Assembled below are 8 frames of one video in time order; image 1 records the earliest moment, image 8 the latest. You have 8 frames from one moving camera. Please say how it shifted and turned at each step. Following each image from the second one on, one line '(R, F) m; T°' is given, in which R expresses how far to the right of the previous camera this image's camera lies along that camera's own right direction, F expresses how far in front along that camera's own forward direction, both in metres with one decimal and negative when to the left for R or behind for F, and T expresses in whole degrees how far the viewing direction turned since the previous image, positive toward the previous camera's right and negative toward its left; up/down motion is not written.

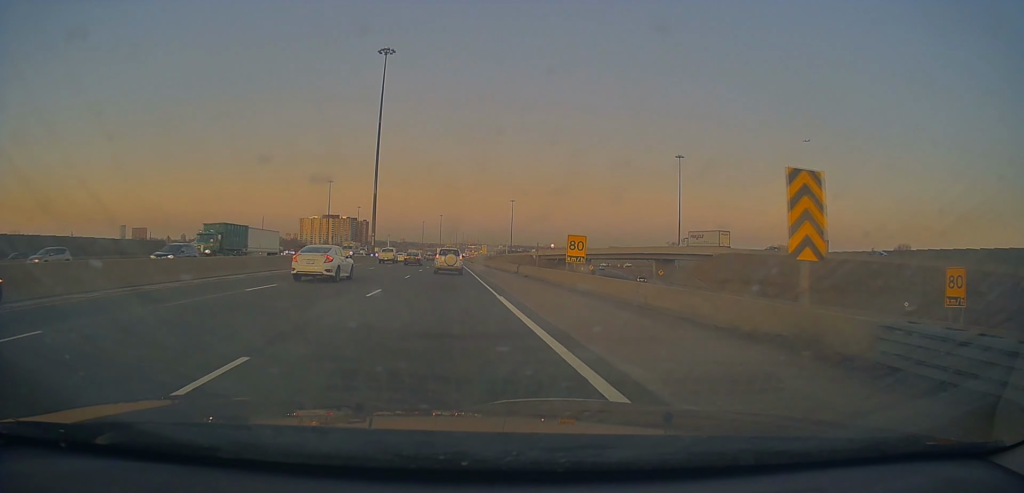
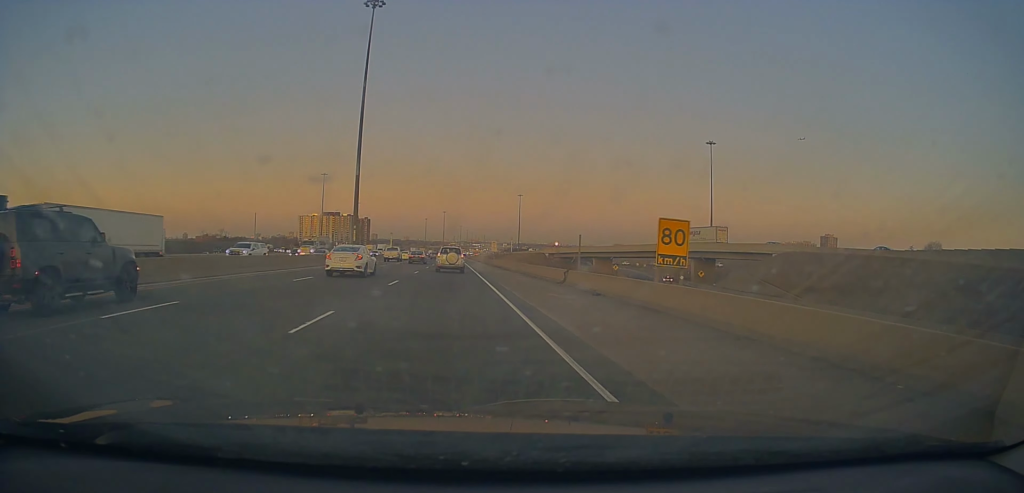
(+0.2, +19.8) m; 0°
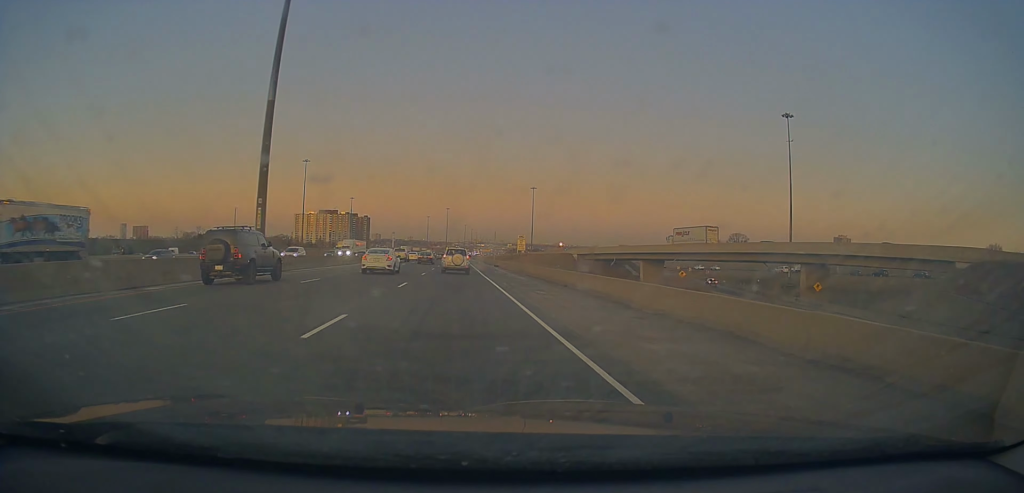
(-0.7, +36.8) m; -2°
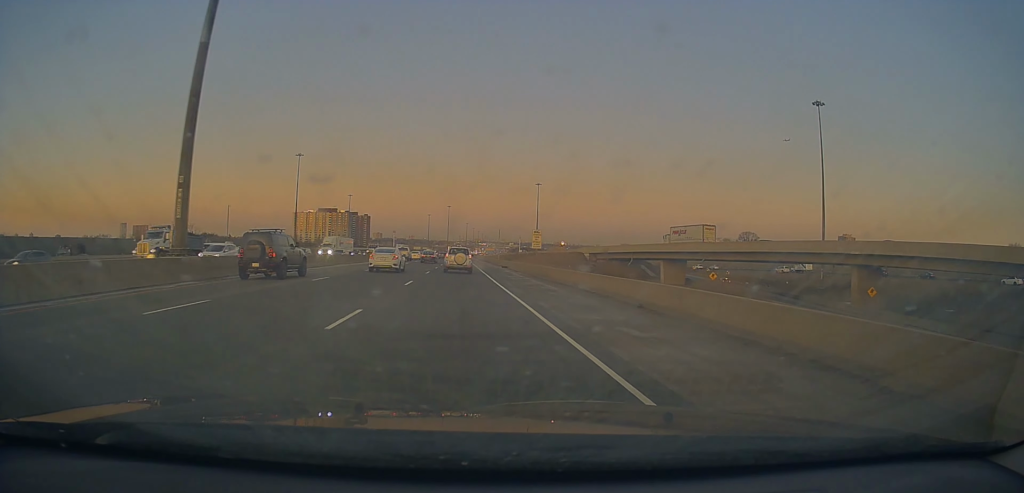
(-0.1, +11.2) m; 0°
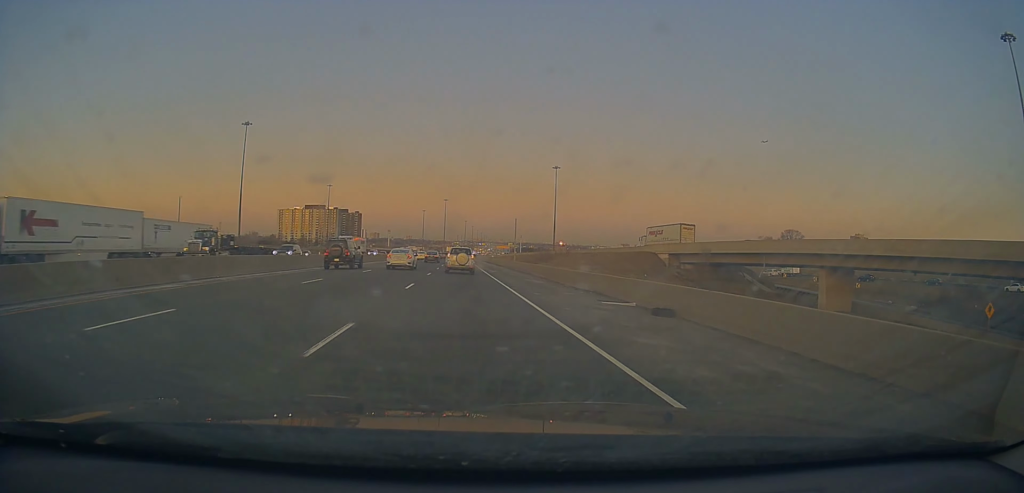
(+0.8, +50.7) m; +1°
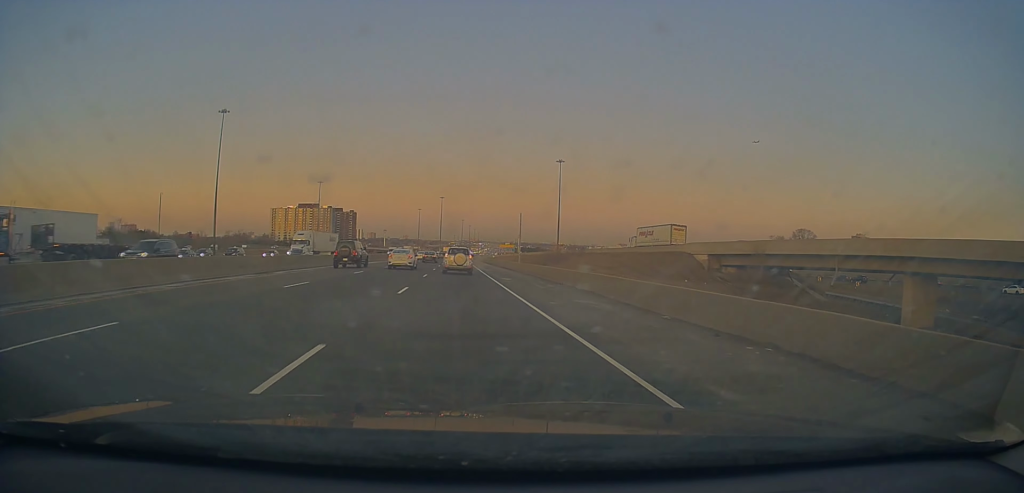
(0.0, +14.1) m; 0°
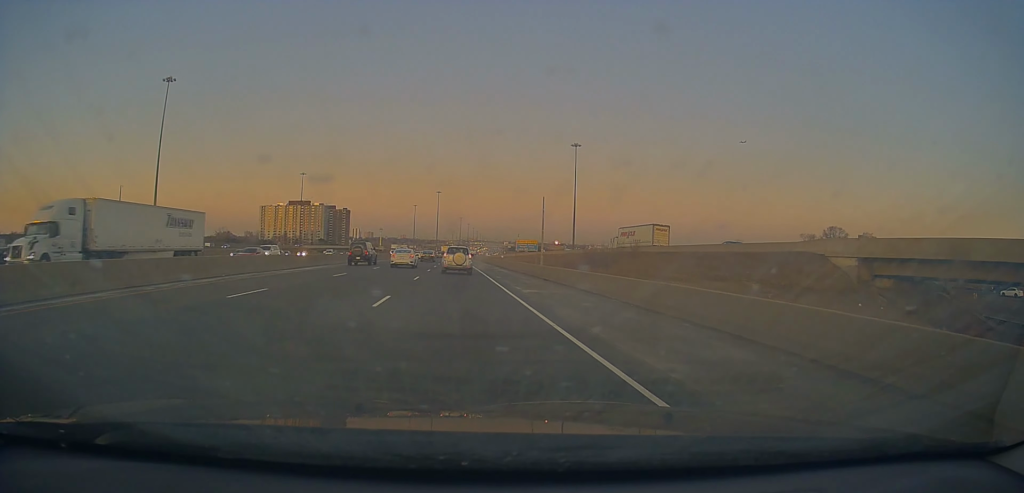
(-0.2, +28.4) m; 0°
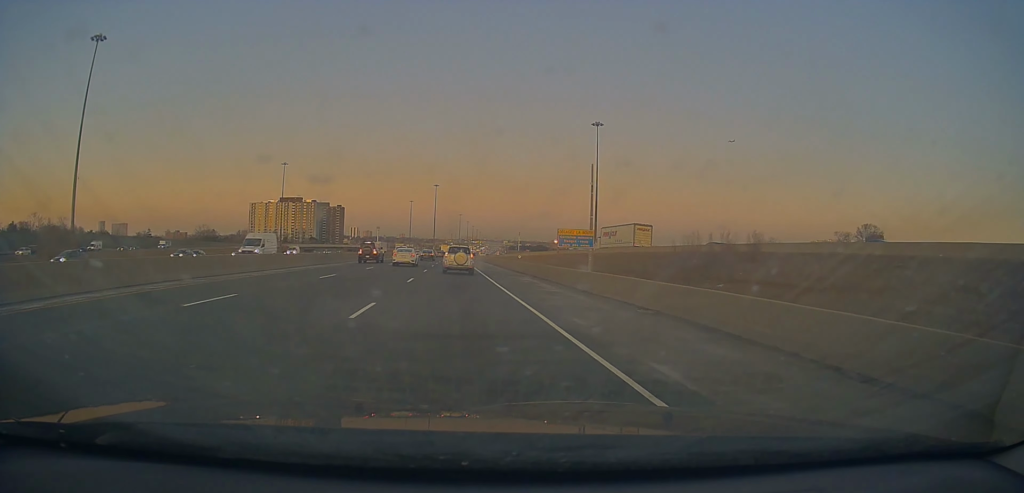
(+0.4, +26.7) m; +1°
